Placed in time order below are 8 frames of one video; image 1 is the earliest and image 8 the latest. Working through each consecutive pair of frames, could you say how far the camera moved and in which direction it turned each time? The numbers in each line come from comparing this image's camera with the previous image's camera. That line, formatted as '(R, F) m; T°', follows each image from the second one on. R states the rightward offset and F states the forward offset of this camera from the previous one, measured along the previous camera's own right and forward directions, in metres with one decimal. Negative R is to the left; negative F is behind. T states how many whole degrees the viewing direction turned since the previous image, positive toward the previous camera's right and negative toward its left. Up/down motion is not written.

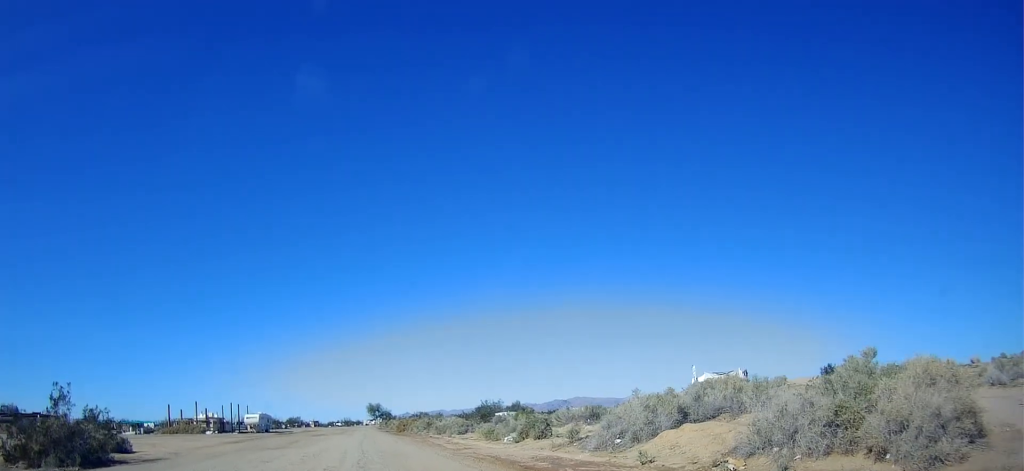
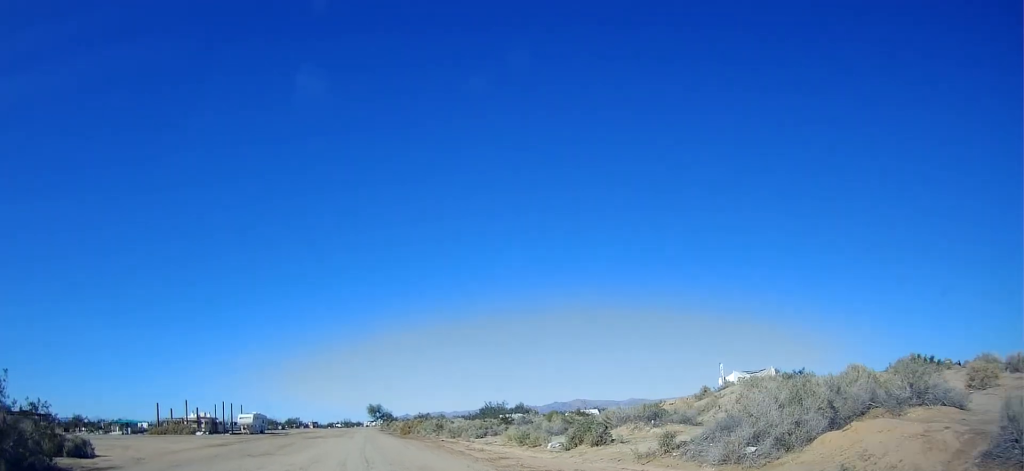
(-0.1, +5.8) m; -3°
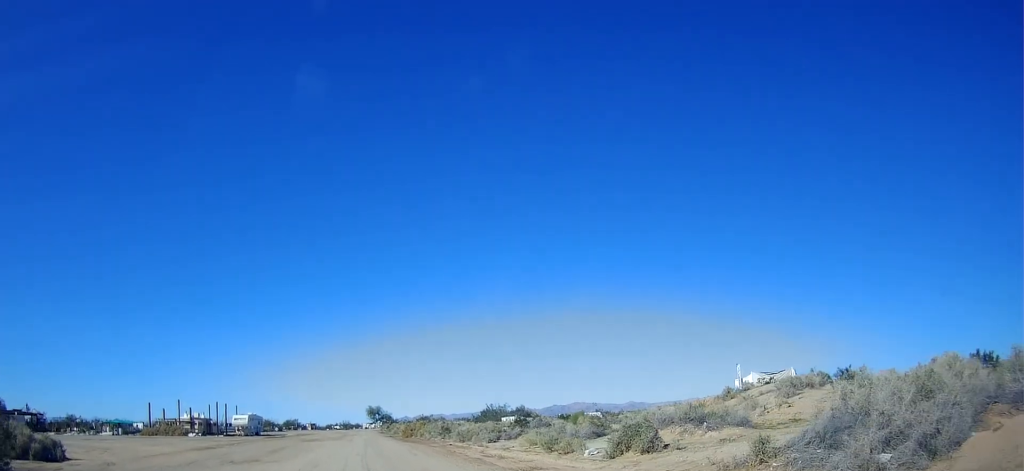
(-0.3, +3.4) m; 0°
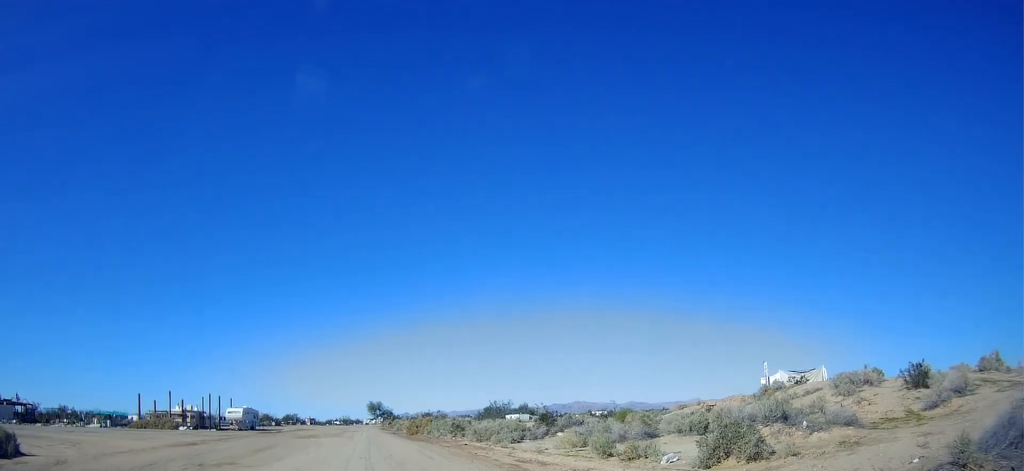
(+0.1, +4.6) m; +1°
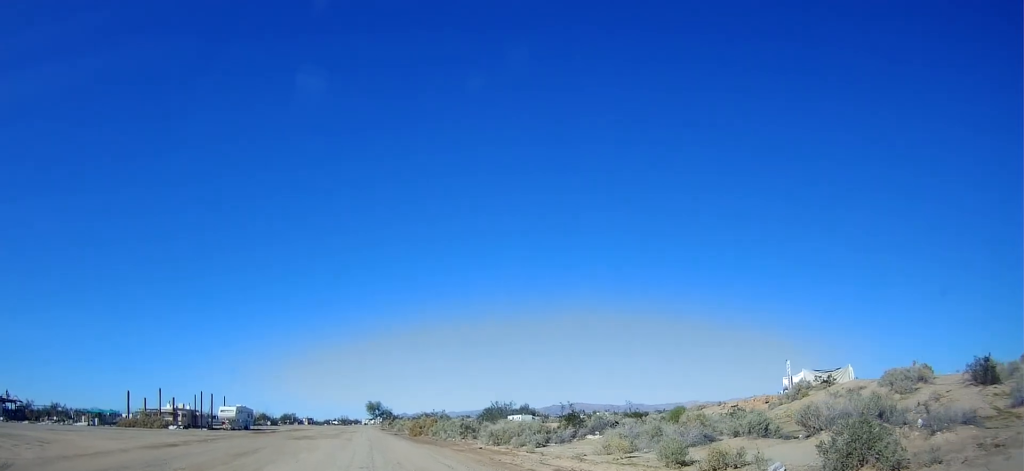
(+0.2, +3.8) m; +1°
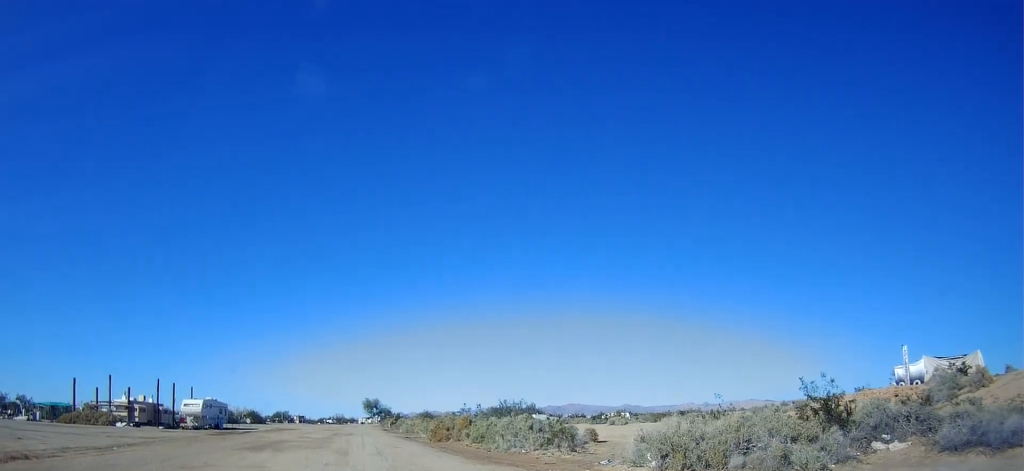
(+0.8, +15.9) m; +1°
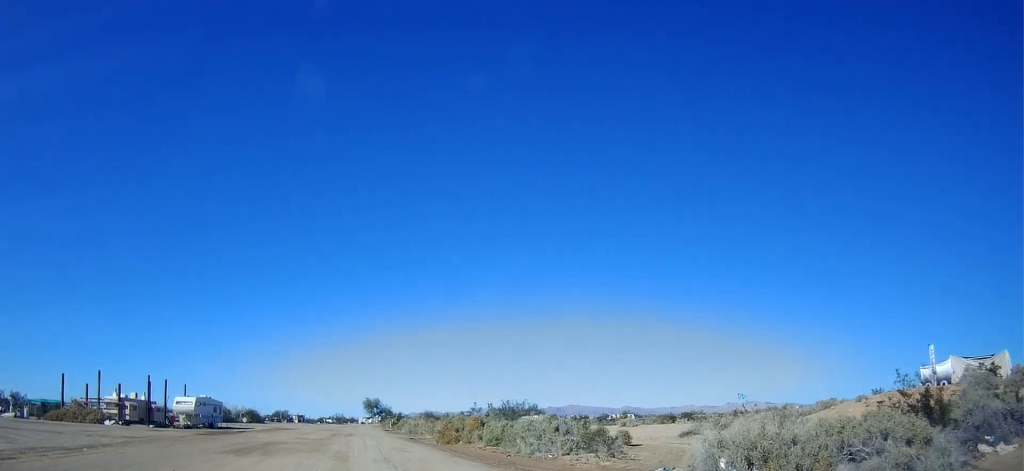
(-0.4, +3.0) m; -1°
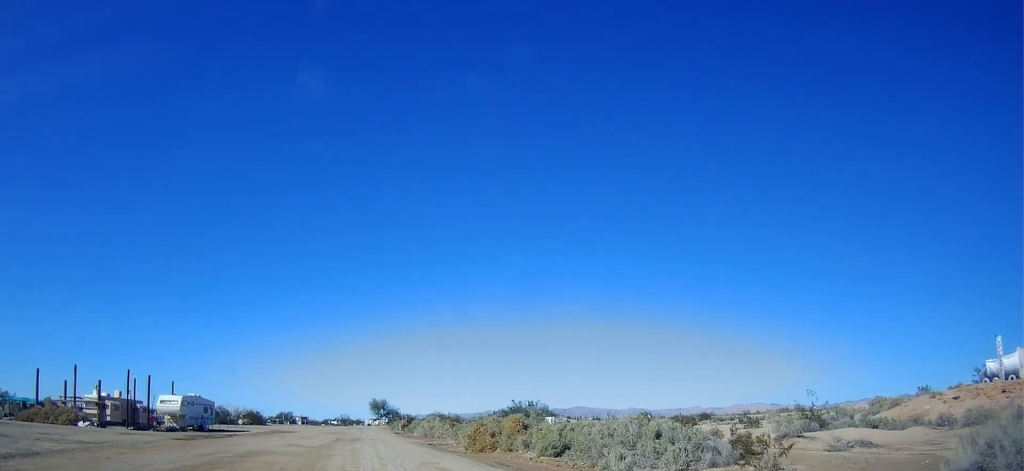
(-0.1, +6.8) m; 0°
